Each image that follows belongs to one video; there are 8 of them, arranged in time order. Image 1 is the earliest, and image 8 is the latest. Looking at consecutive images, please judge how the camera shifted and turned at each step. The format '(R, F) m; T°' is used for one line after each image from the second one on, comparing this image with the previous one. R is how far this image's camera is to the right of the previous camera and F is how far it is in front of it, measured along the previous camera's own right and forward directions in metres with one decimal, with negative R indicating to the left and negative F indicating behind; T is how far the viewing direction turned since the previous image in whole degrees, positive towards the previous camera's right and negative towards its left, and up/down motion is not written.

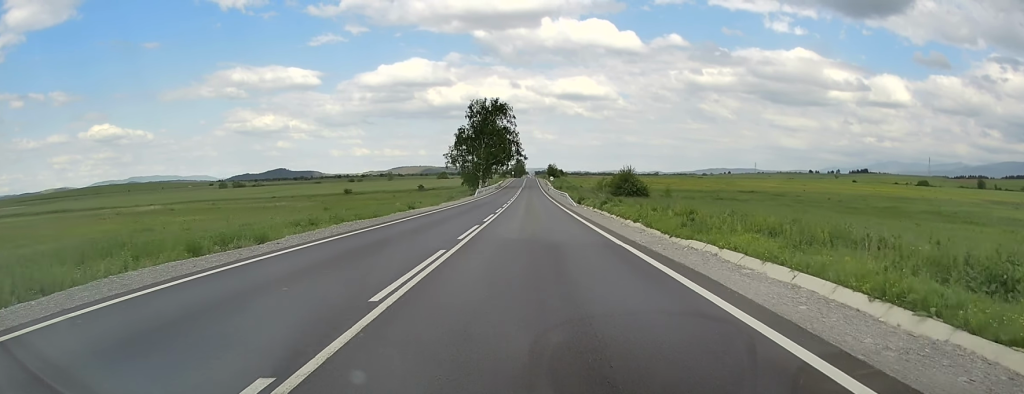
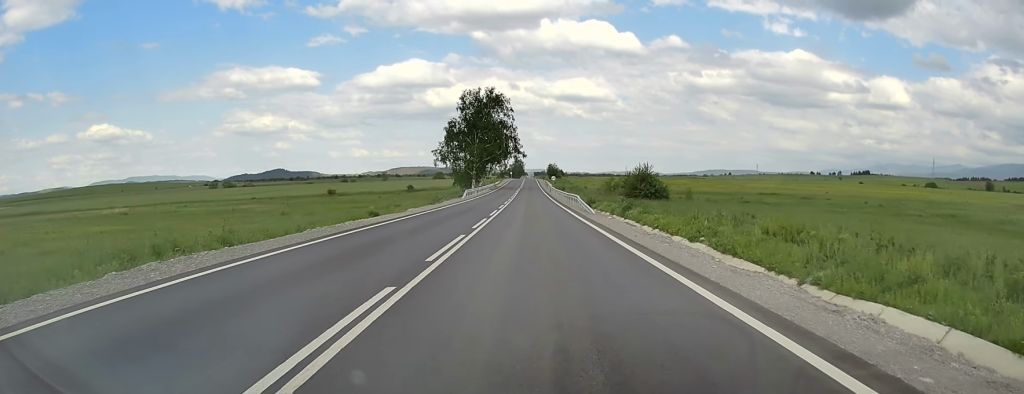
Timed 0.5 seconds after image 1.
(0.0, +14.4) m; 0°
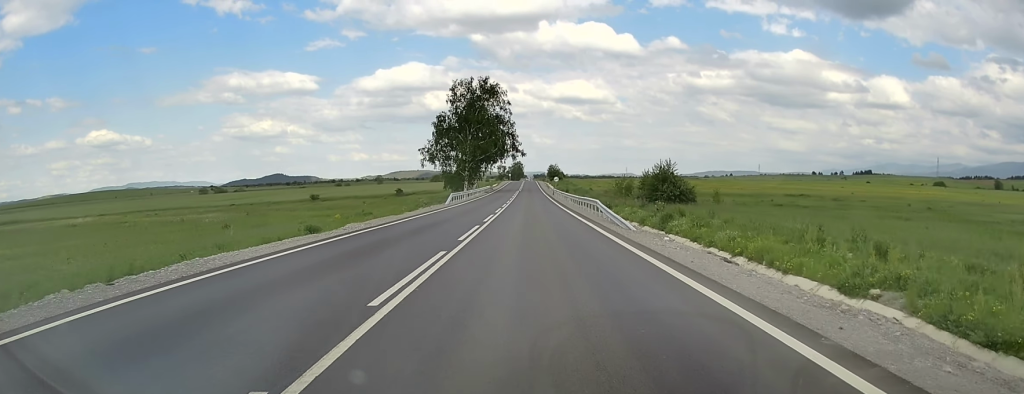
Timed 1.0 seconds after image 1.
(-0.2, +13.4) m; 0°
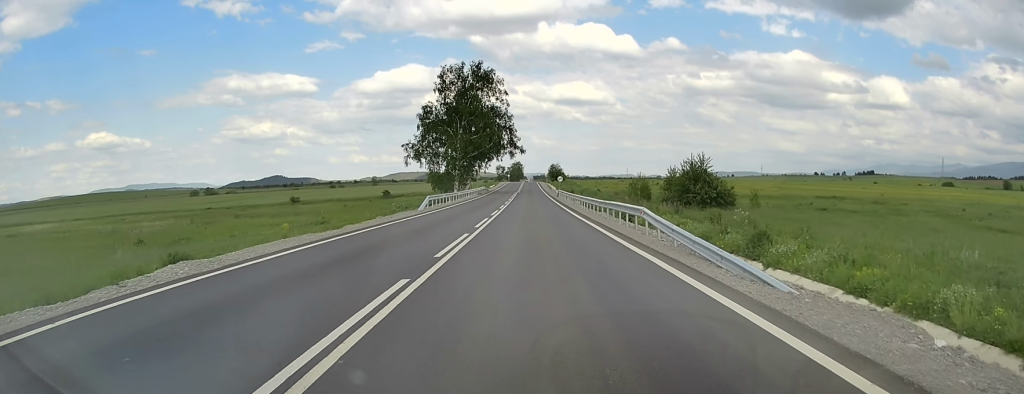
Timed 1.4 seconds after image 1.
(-0.1, +13.3) m; 0°
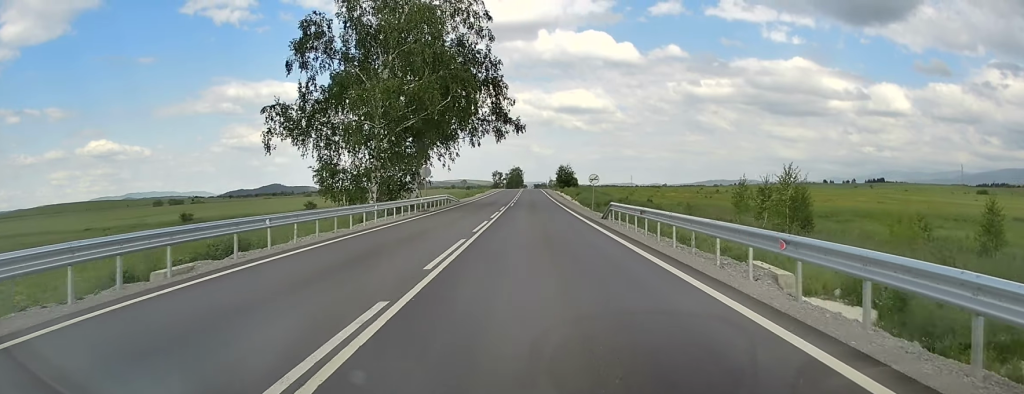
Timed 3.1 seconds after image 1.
(+0.1, +47.3) m; 0°
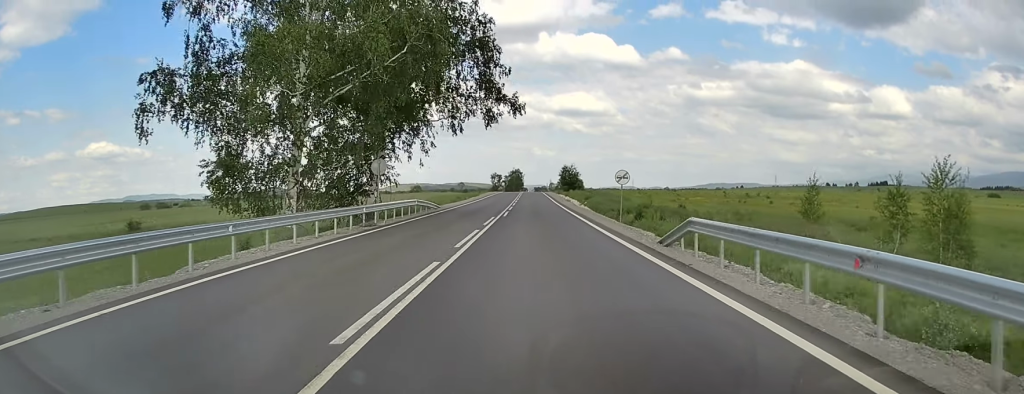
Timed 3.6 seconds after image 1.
(0.0, +14.2) m; 0°
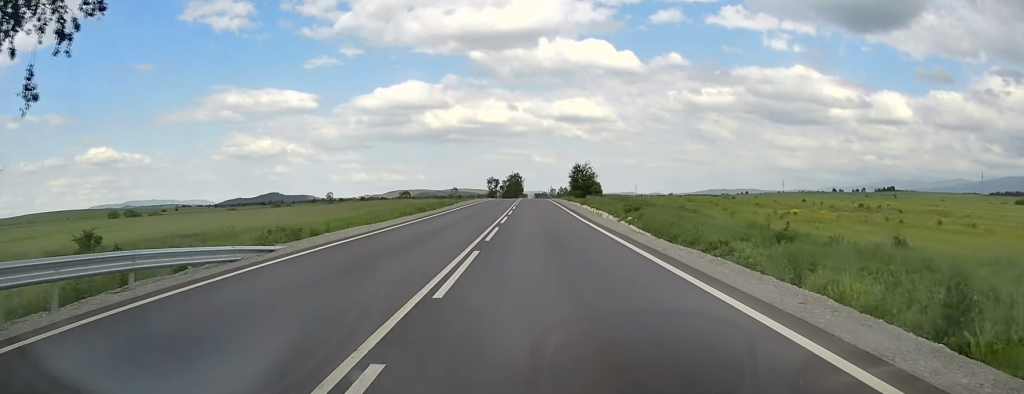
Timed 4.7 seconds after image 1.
(+0.3, +32.1) m; 0°
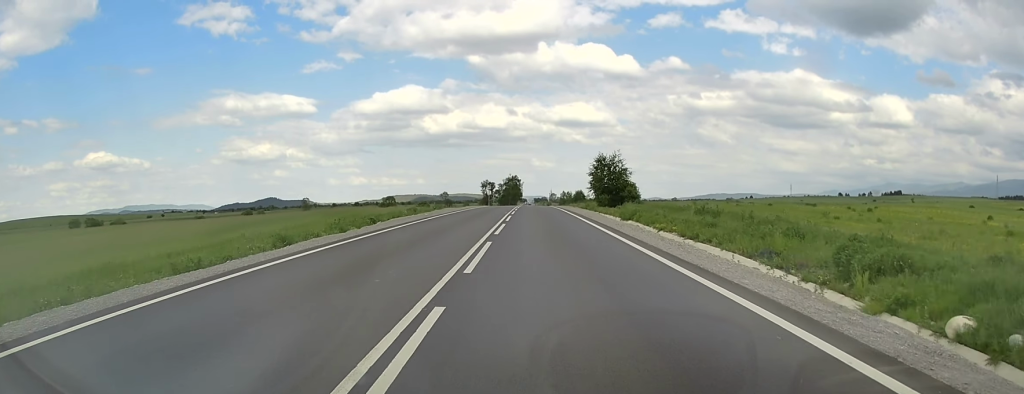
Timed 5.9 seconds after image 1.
(-0.3, +34.0) m; 0°
